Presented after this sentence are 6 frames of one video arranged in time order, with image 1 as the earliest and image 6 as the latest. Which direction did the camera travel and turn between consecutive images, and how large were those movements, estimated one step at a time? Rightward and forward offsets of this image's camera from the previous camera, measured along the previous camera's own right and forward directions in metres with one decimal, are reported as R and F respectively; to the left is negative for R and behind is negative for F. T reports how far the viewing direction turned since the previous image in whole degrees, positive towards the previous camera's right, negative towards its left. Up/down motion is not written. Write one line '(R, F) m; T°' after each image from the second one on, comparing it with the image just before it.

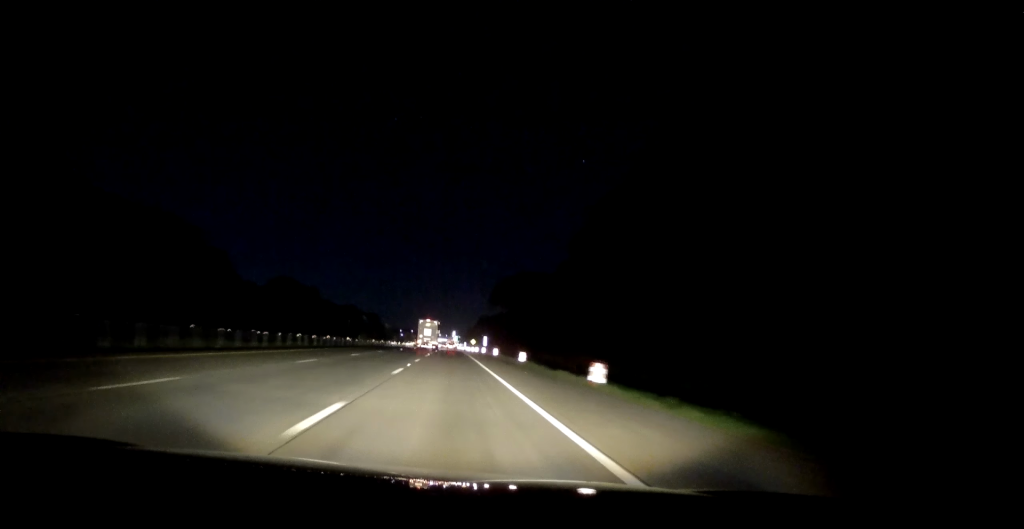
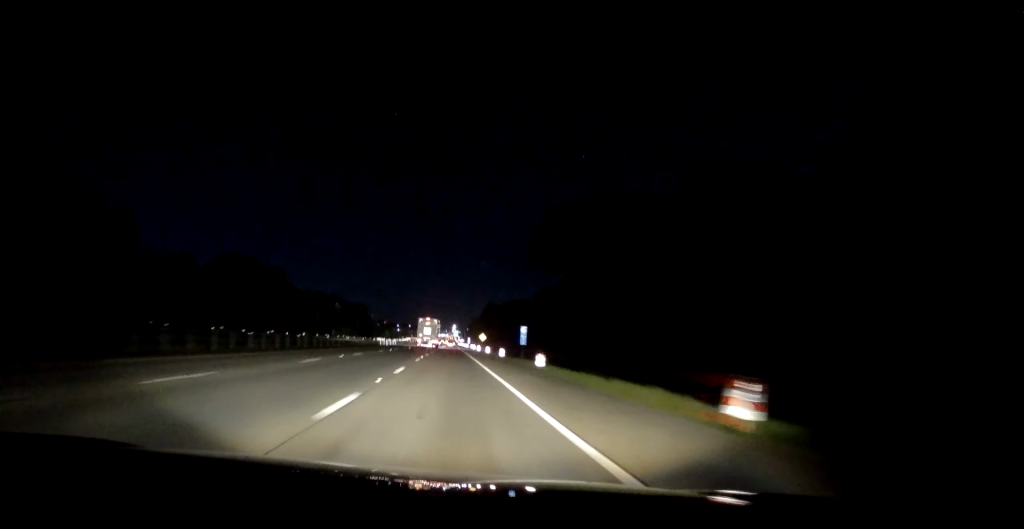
(-0.2, +60.0) m; 0°
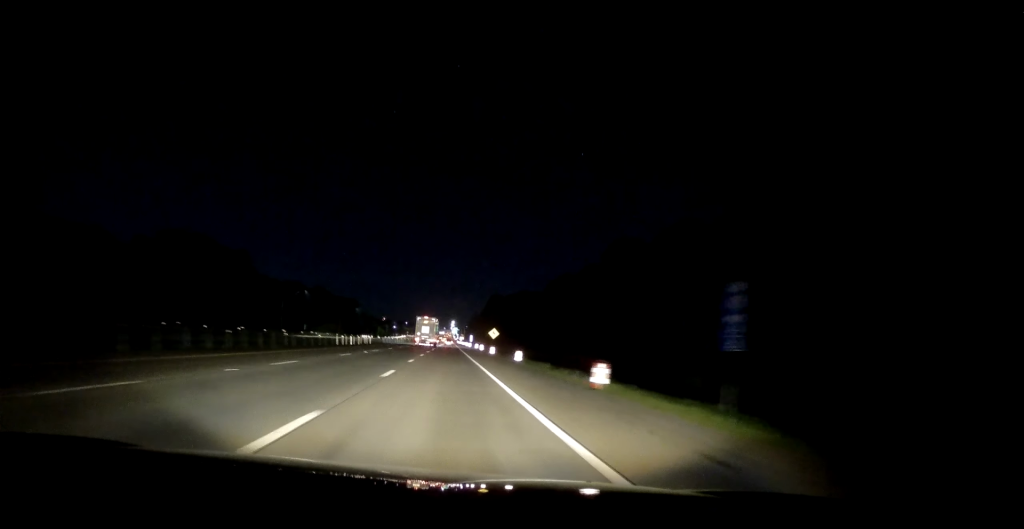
(+0.1, +39.7) m; -1°
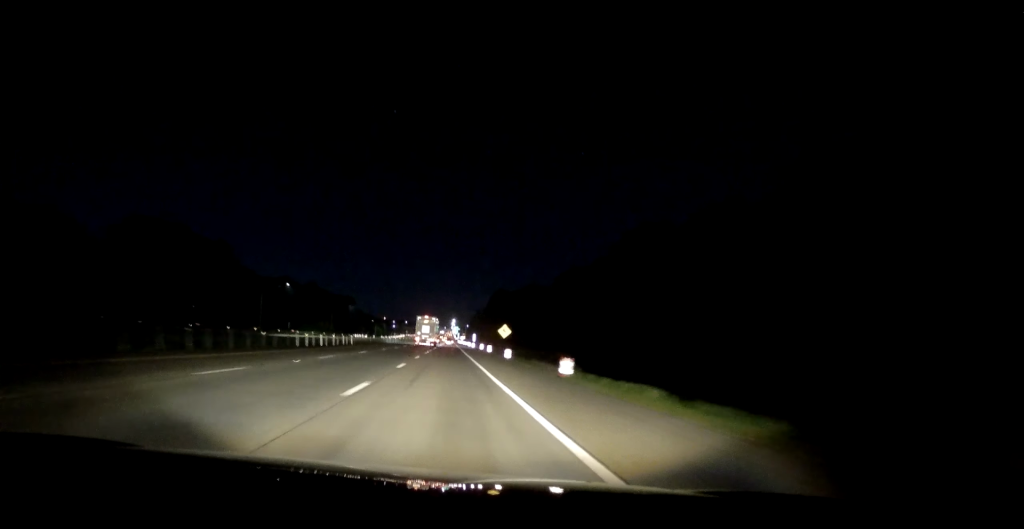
(-0.1, +18.1) m; 0°
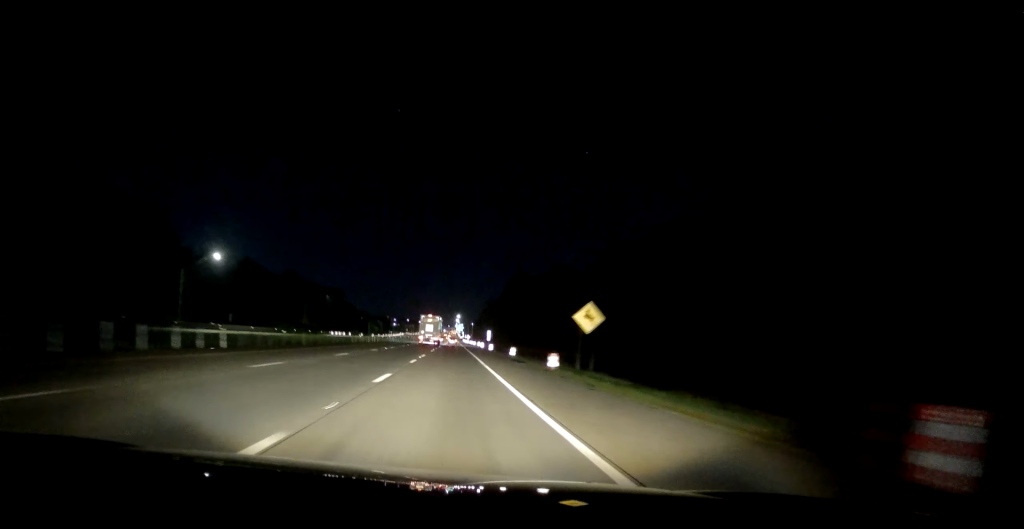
(+0.2, +46.4) m; 0°
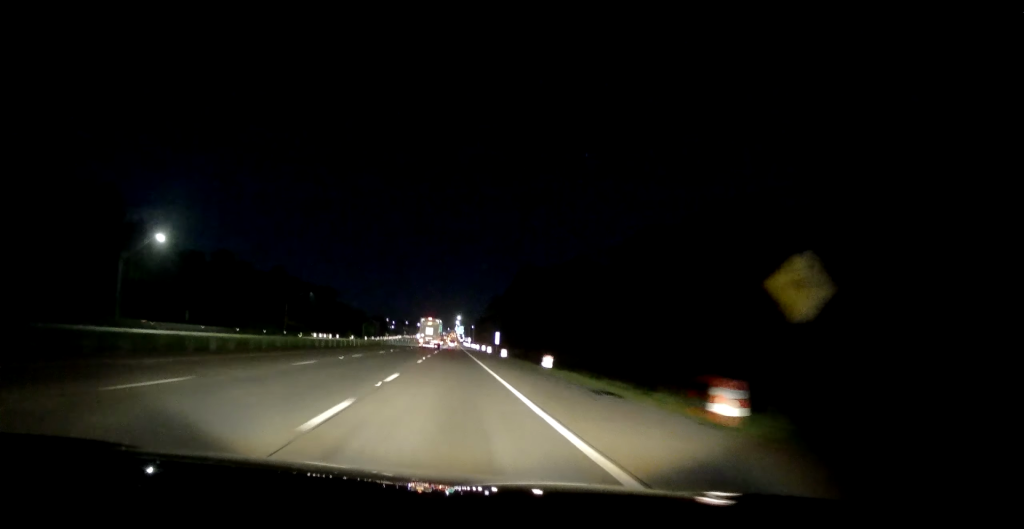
(0.0, +19.9) m; 0°
